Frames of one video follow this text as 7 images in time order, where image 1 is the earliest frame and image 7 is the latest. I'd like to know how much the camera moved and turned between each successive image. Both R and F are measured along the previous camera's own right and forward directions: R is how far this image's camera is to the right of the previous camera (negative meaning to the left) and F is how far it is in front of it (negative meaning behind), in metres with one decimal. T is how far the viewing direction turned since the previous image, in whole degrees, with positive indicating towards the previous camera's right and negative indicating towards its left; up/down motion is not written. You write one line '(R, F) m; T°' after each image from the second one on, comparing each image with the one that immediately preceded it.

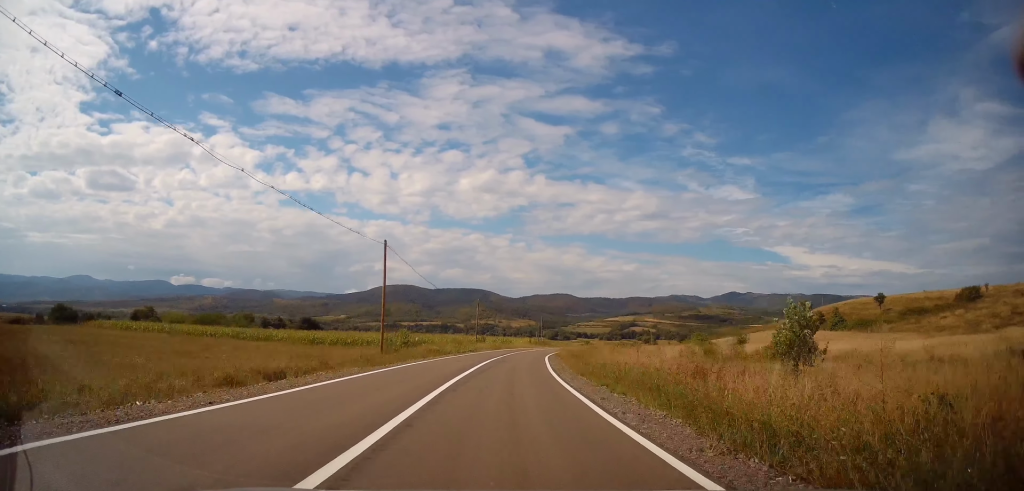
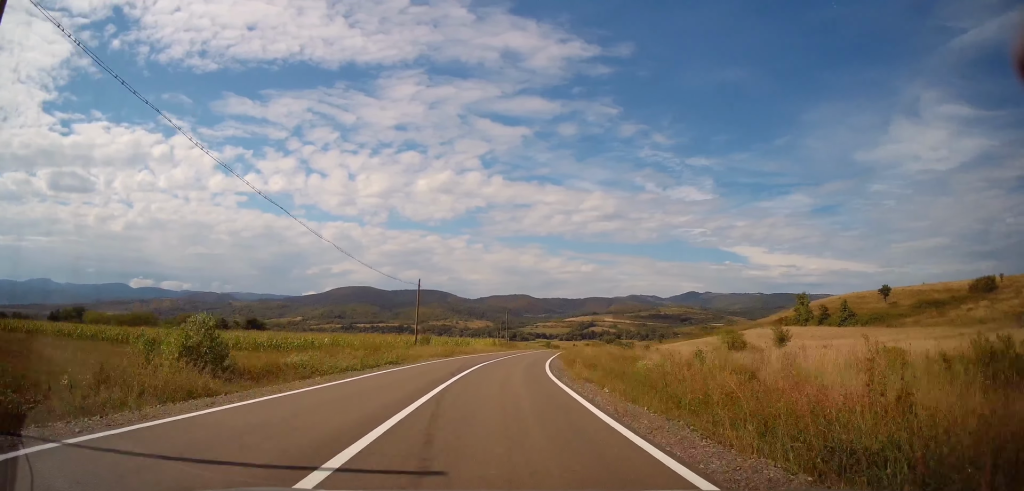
(+0.9, +23.8) m; +5°
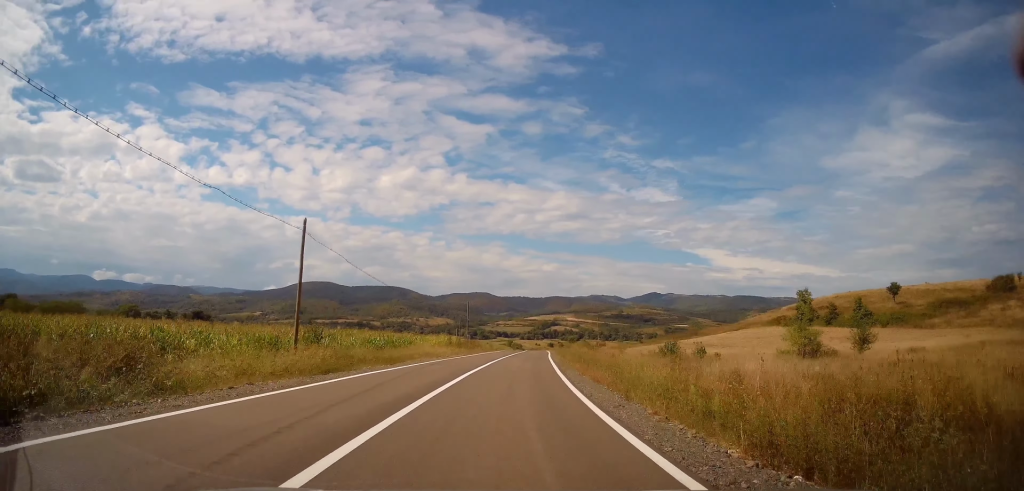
(+0.8, +21.3) m; +4°
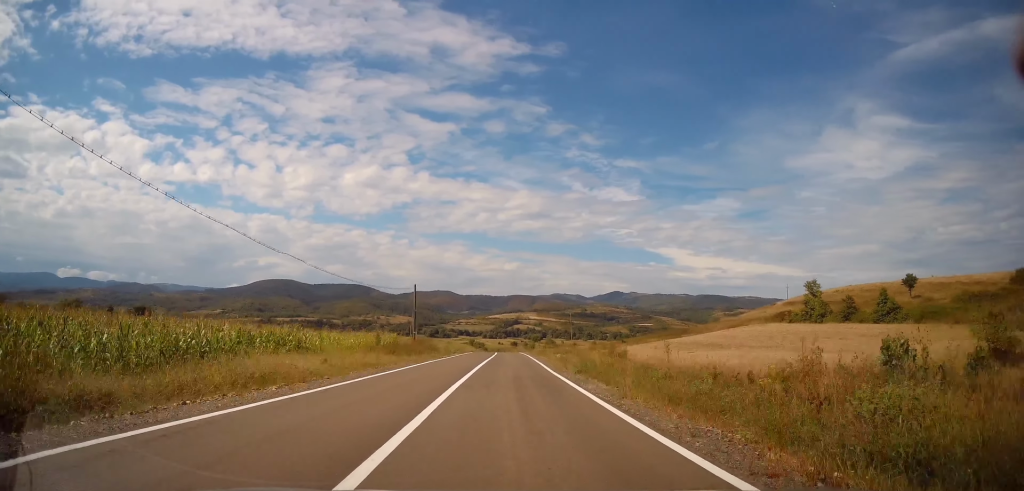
(+0.9, +21.5) m; +4°
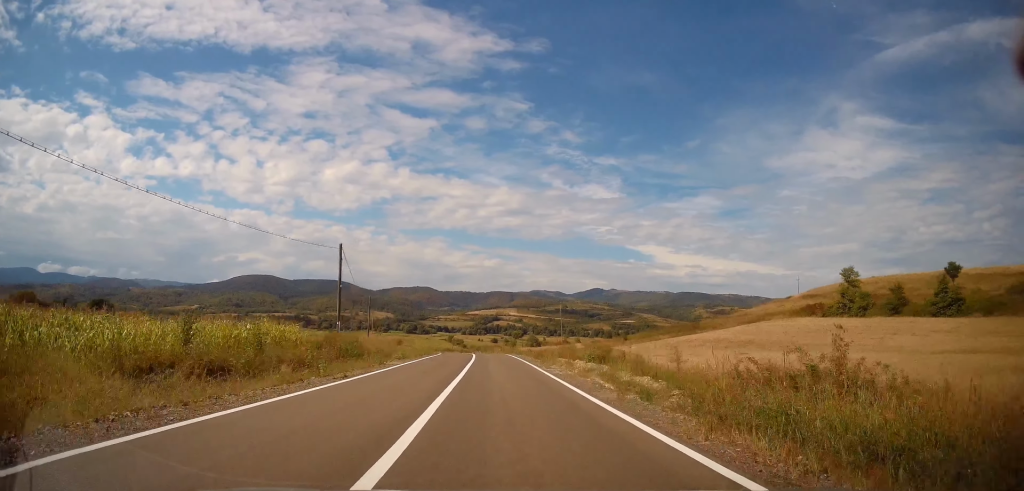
(+0.6, +22.3) m; +3°
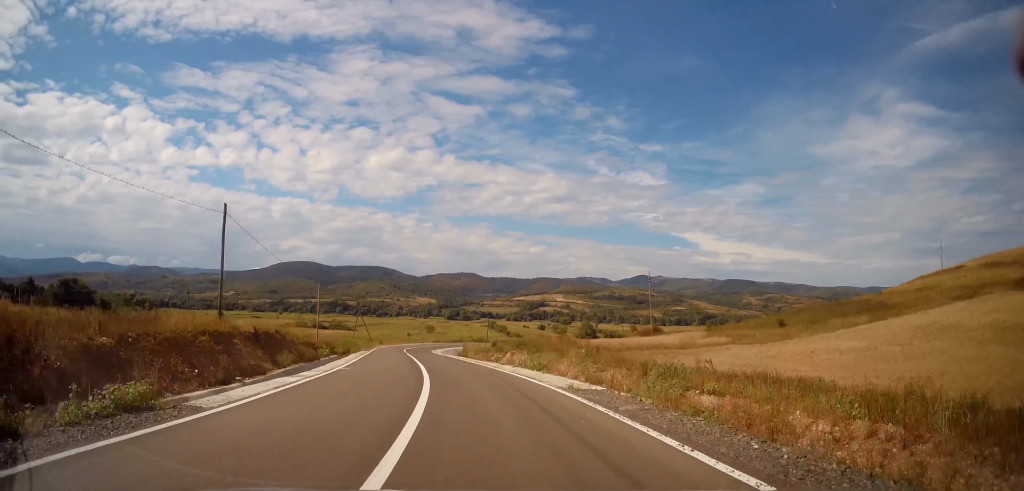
(-0.1, +53.3) m; -5°
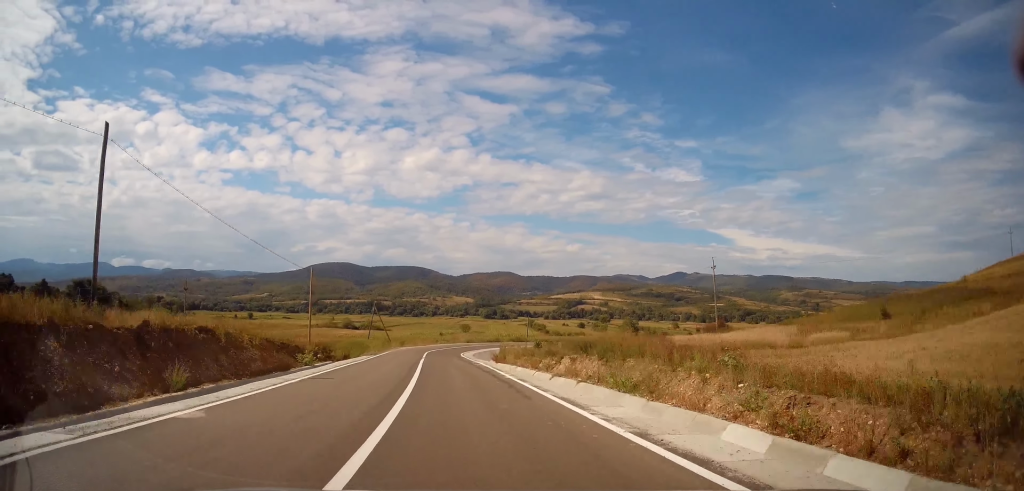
(-0.6, +13.7) m; -2°
